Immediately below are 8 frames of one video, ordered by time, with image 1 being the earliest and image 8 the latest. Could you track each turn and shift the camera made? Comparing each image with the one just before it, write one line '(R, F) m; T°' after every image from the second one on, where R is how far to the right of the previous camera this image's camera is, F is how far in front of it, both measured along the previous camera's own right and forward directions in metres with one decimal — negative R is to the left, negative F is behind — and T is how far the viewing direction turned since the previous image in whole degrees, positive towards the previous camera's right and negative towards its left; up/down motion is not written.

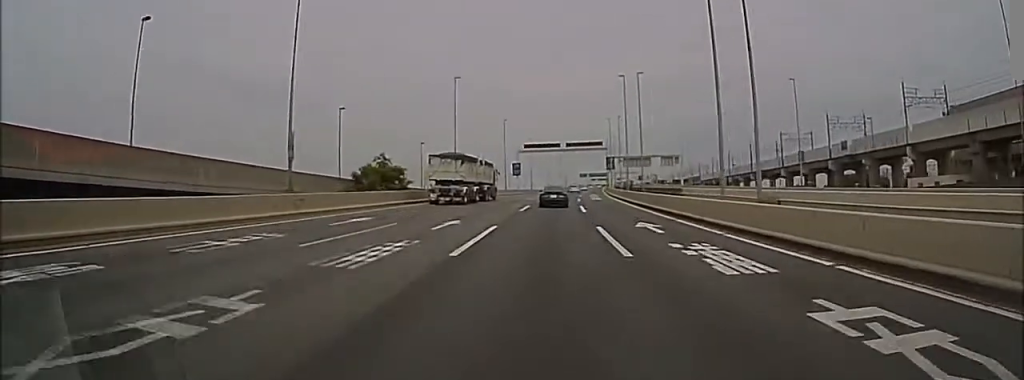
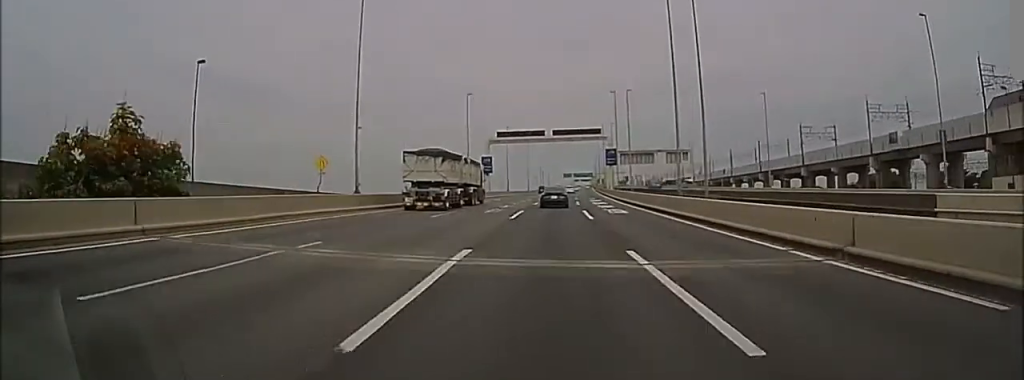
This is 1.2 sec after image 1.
(+0.2, +26.8) m; +1°
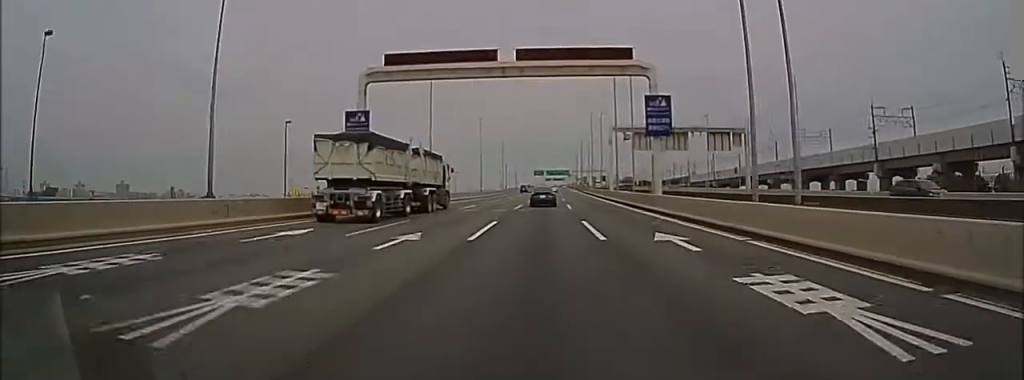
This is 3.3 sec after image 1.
(+0.9, +47.3) m; +2°
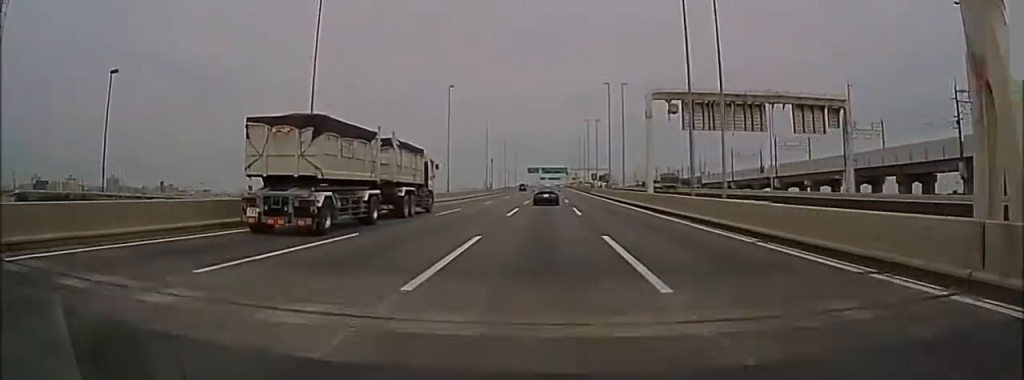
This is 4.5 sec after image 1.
(0.0, +26.9) m; 0°
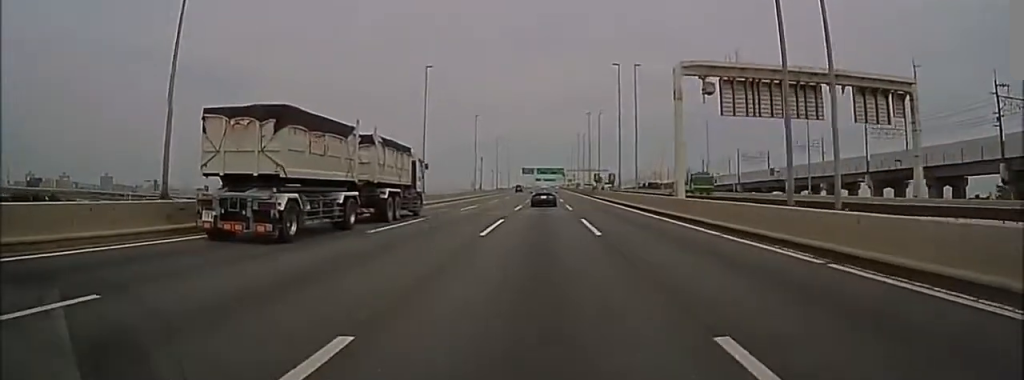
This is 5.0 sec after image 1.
(-0.1, +10.7) m; 0°
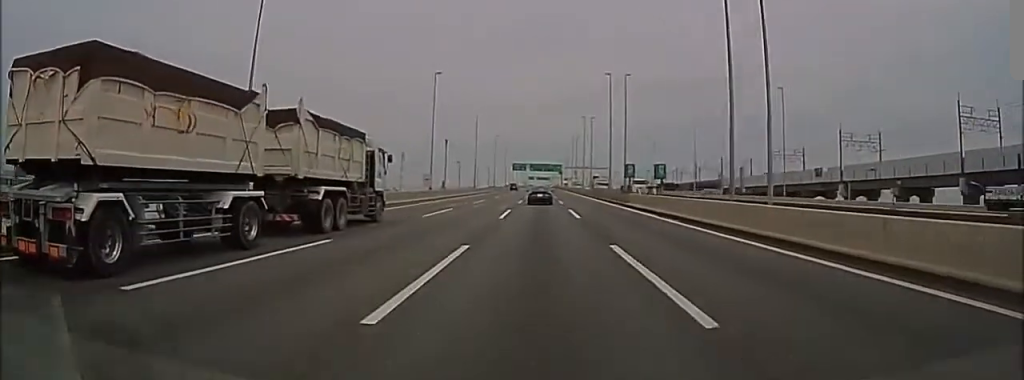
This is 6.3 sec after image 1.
(+0.2, +31.0) m; 0°
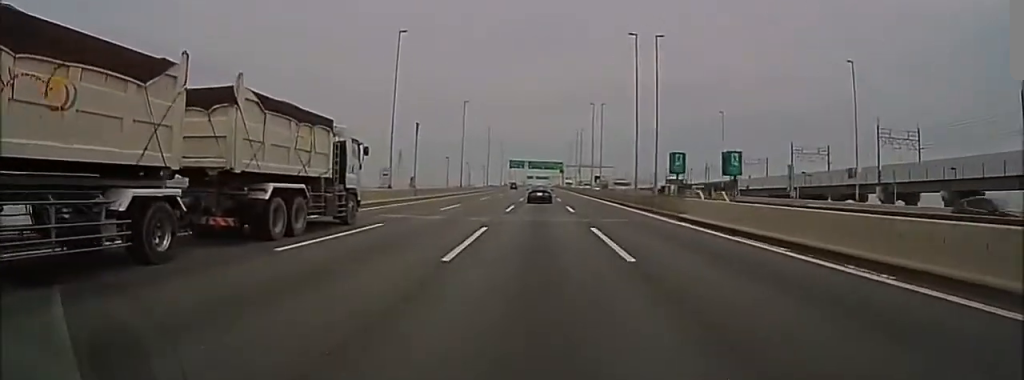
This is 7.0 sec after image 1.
(-0.1, +15.7) m; 0°
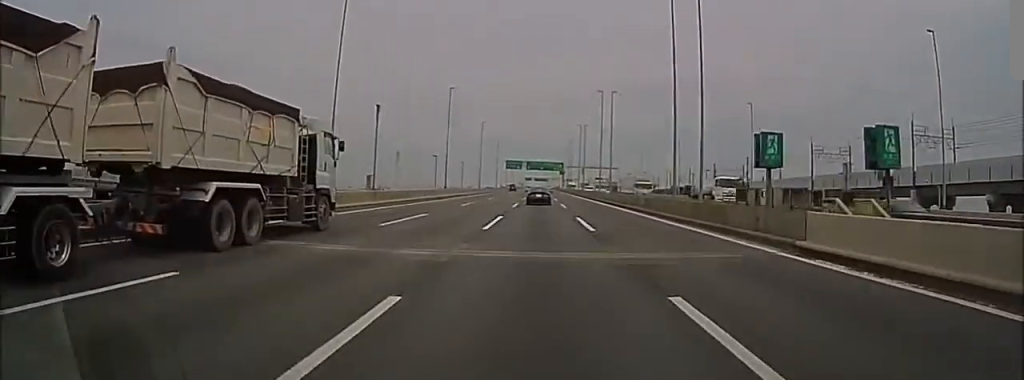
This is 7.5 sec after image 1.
(0.0, +11.8) m; 0°
